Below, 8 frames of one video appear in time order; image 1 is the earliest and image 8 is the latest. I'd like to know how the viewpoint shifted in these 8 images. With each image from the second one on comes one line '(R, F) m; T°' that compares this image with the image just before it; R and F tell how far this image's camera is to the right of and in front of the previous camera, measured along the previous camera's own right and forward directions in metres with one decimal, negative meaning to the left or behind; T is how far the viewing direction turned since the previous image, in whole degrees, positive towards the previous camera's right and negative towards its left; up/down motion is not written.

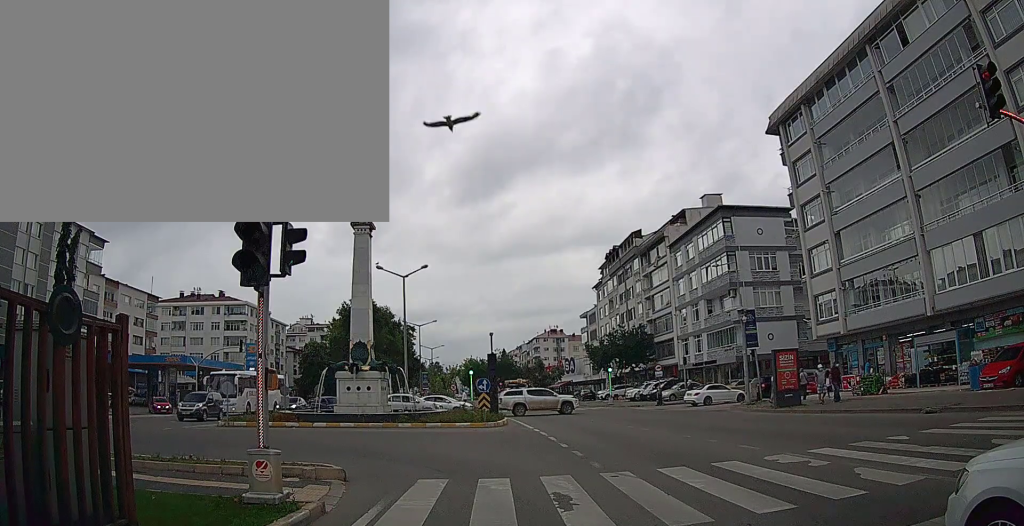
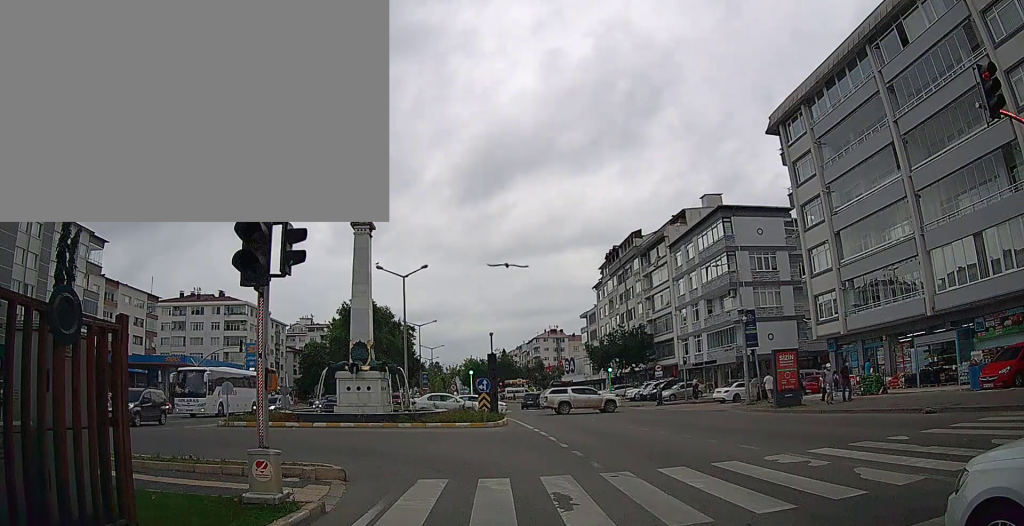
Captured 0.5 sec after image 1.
(0.0, 0.0) m; 0°
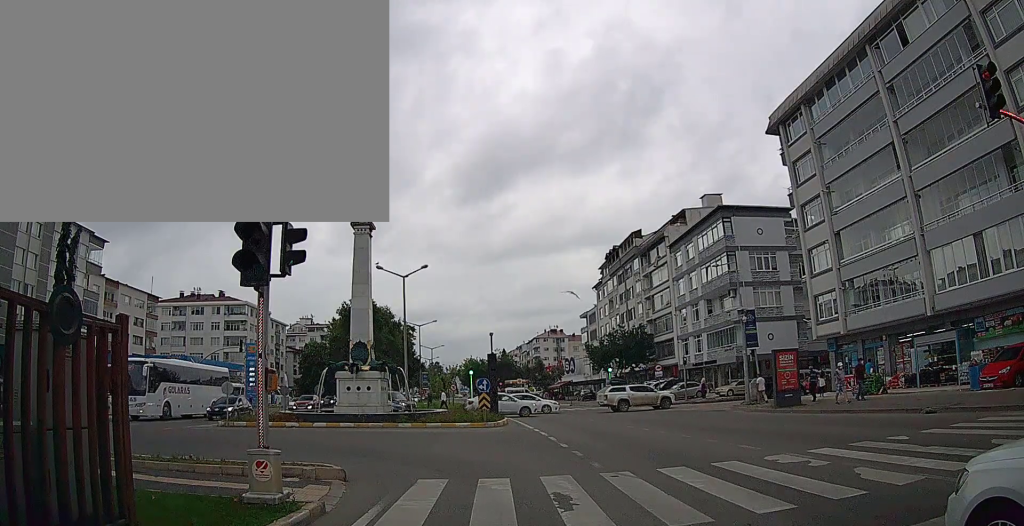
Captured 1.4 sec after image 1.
(0.0, 0.0) m; 0°
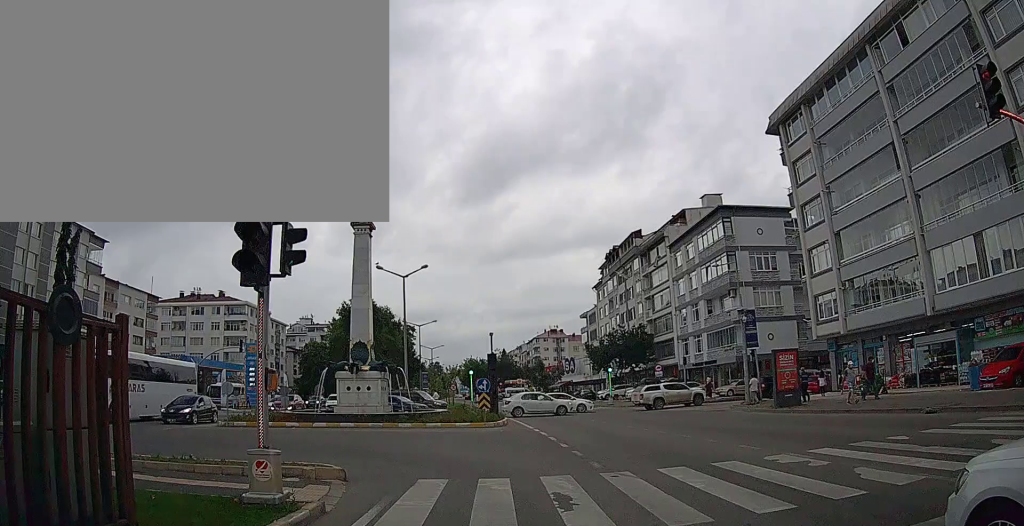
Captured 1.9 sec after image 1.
(0.0, 0.0) m; 0°
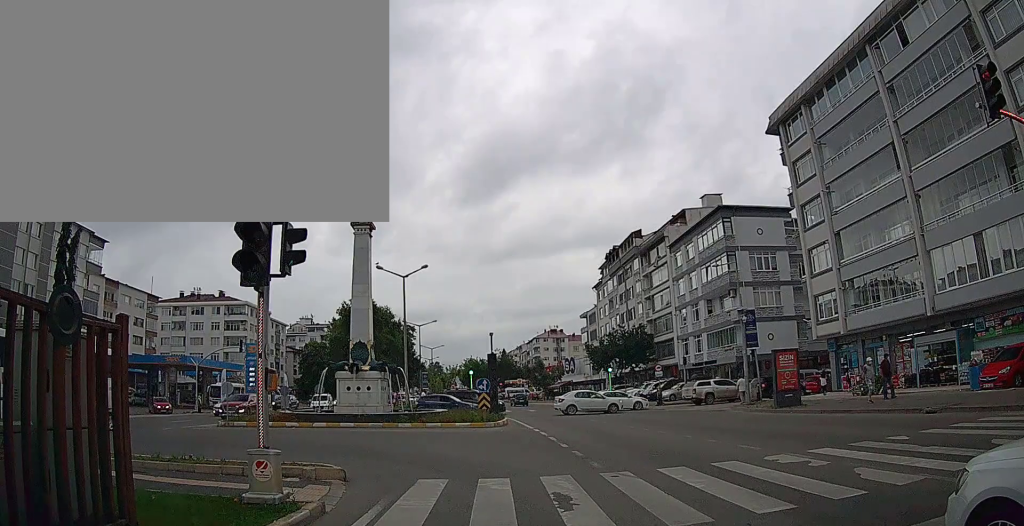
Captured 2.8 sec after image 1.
(0.0, 0.0) m; 0°
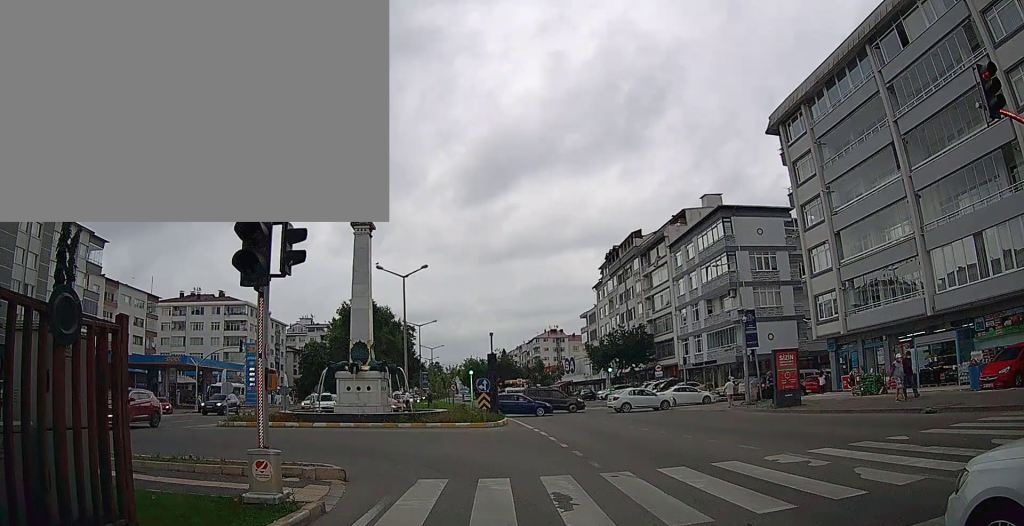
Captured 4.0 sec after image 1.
(0.0, 0.0) m; 0°
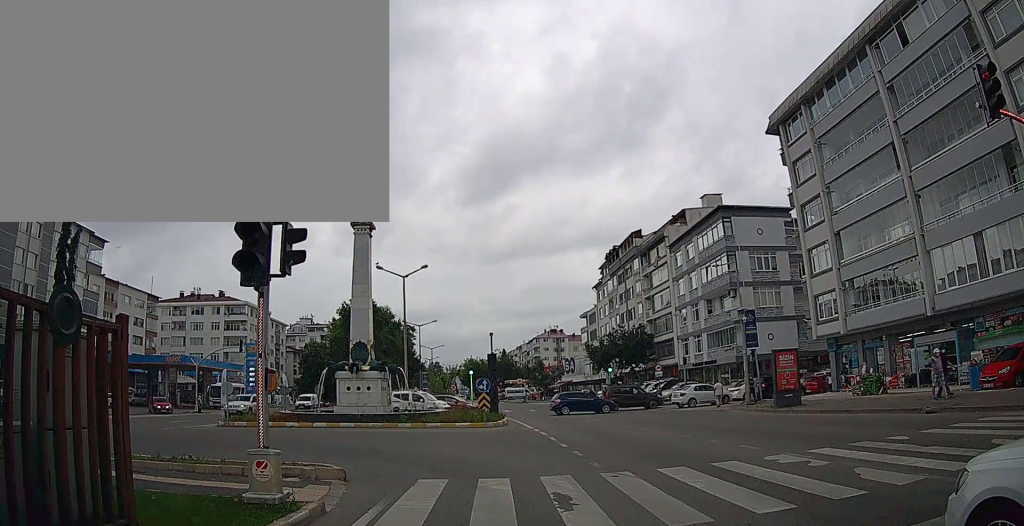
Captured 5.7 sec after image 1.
(0.0, 0.0) m; 0°
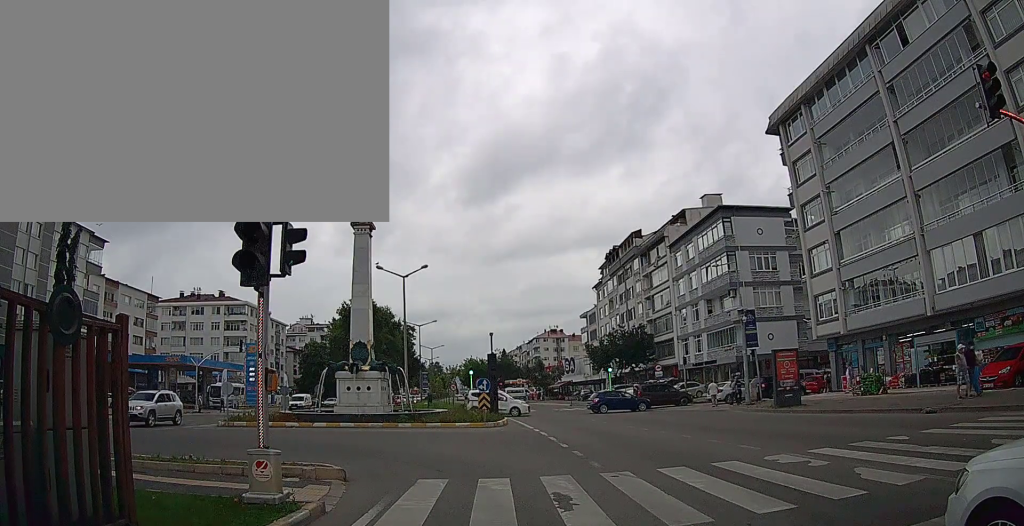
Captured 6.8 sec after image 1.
(0.0, 0.0) m; 0°
